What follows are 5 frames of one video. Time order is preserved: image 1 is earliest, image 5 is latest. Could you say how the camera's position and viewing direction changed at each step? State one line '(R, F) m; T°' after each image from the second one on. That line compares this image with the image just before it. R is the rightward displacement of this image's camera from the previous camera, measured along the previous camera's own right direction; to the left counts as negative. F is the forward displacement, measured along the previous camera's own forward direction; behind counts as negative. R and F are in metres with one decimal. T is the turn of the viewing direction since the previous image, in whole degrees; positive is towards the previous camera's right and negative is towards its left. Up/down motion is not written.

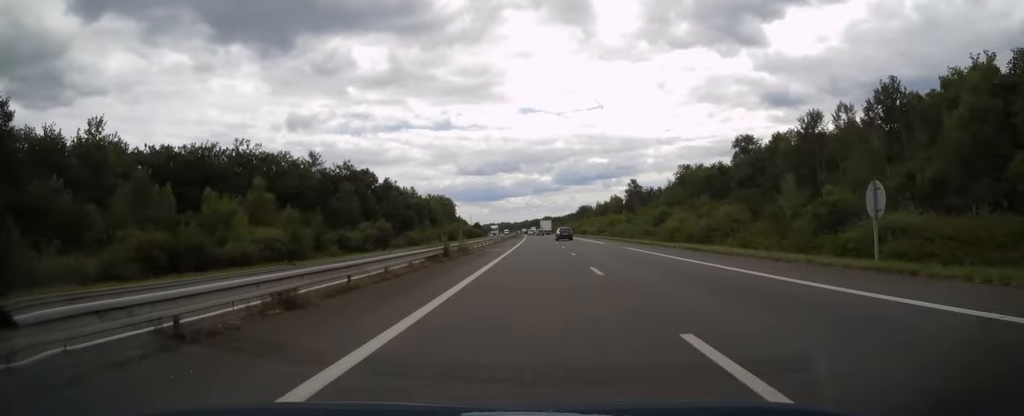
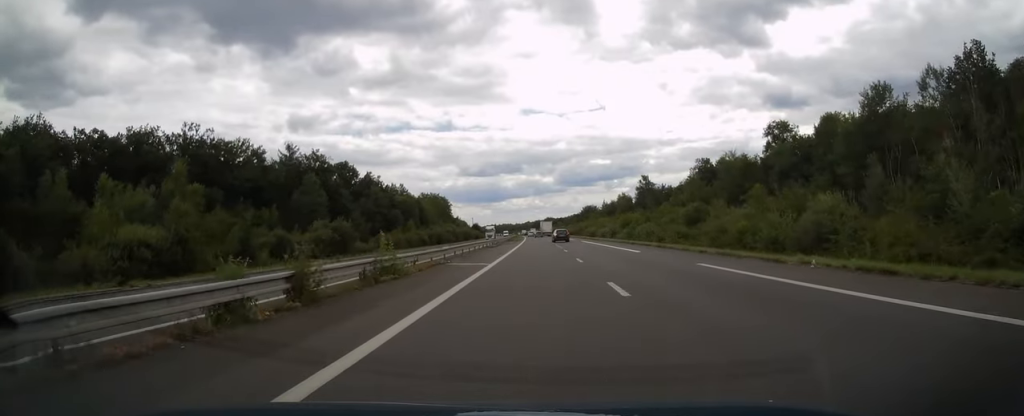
(0.0, +18.3) m; 0°
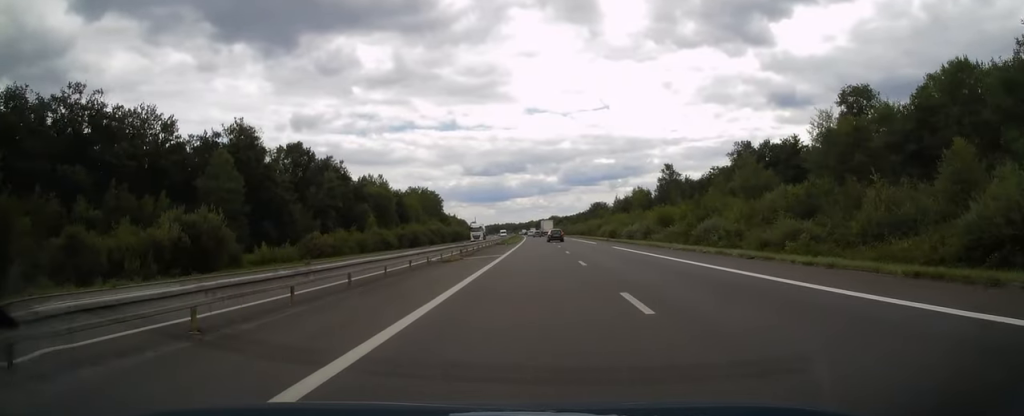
(-0.1, +28.5) m; 0°
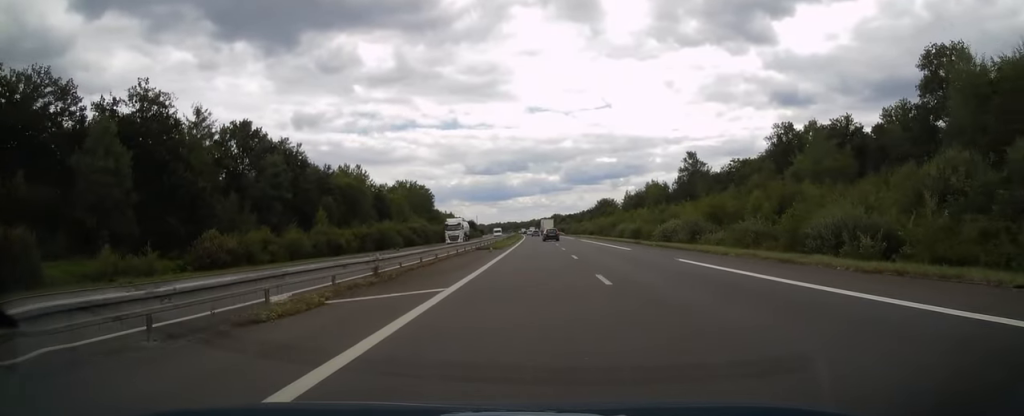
(0.0, +21.1) m; 0°
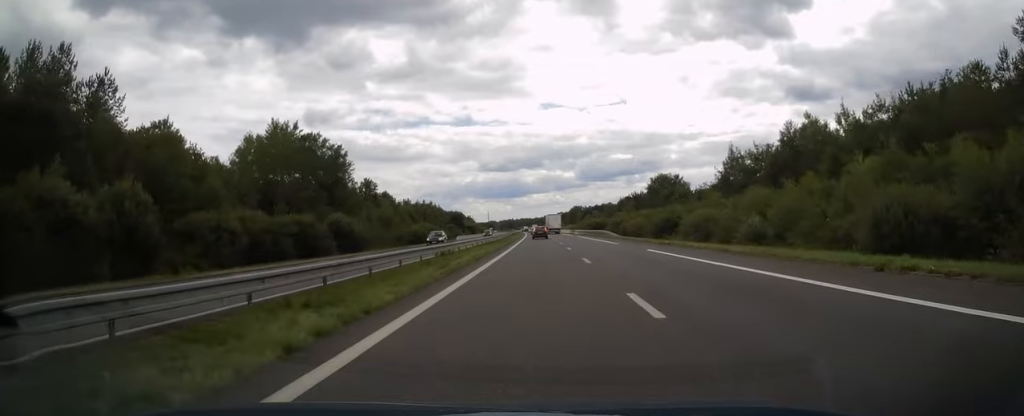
(-1.0, +96.8) m; -1°
